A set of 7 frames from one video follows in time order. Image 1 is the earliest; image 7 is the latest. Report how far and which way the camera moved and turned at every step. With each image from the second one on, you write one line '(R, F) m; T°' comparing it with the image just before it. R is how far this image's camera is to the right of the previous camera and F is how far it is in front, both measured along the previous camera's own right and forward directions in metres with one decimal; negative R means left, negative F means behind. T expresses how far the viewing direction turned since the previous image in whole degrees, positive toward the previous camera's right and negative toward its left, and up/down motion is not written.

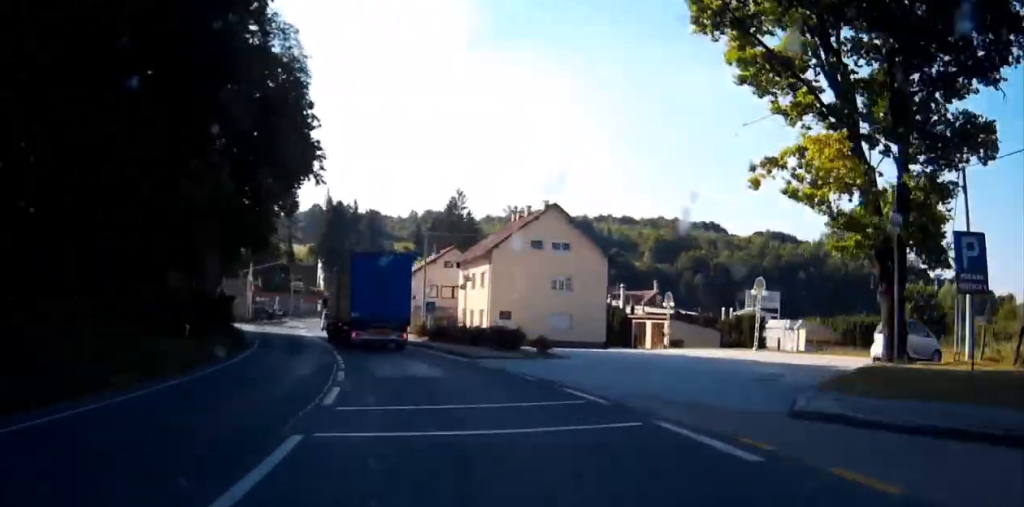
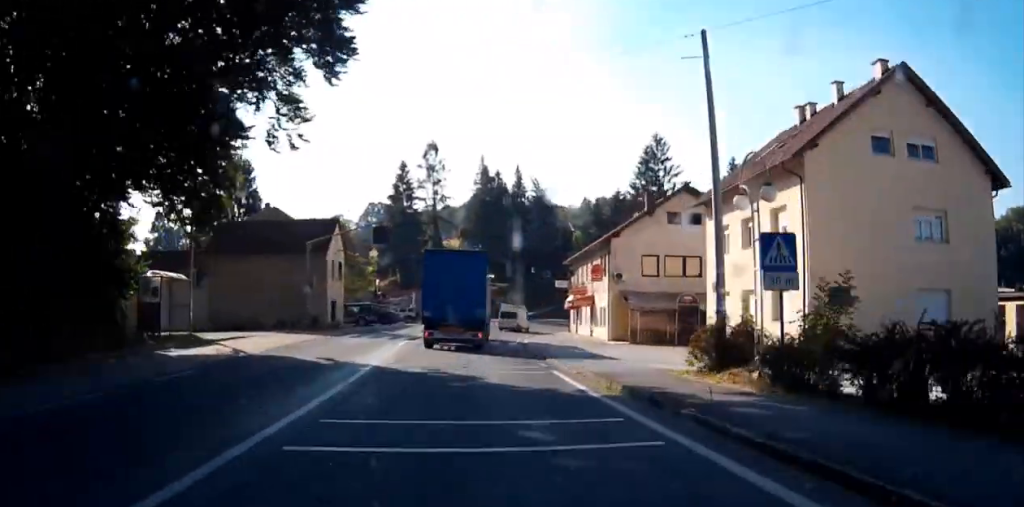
(+0.5, +35.2) m; -4°
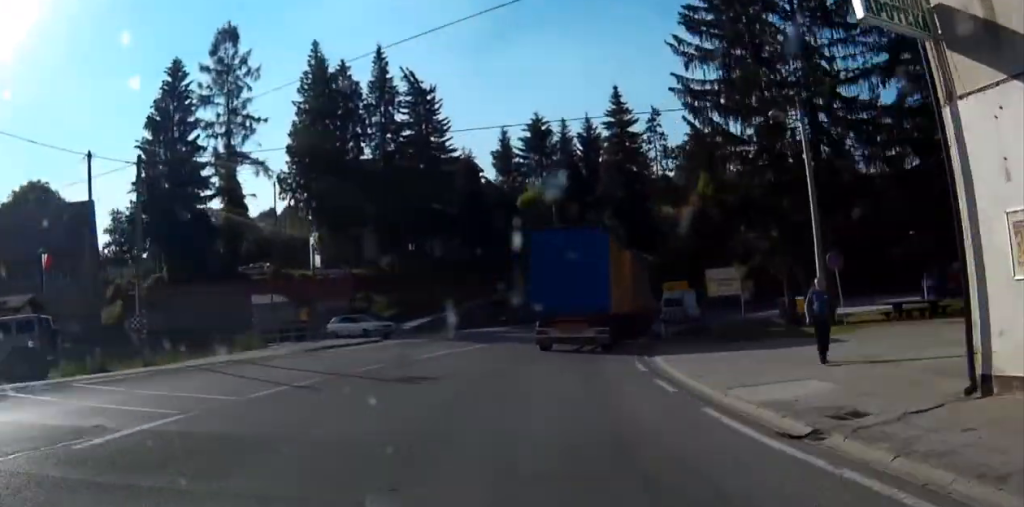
(-1.9, +60.7) m; +10°
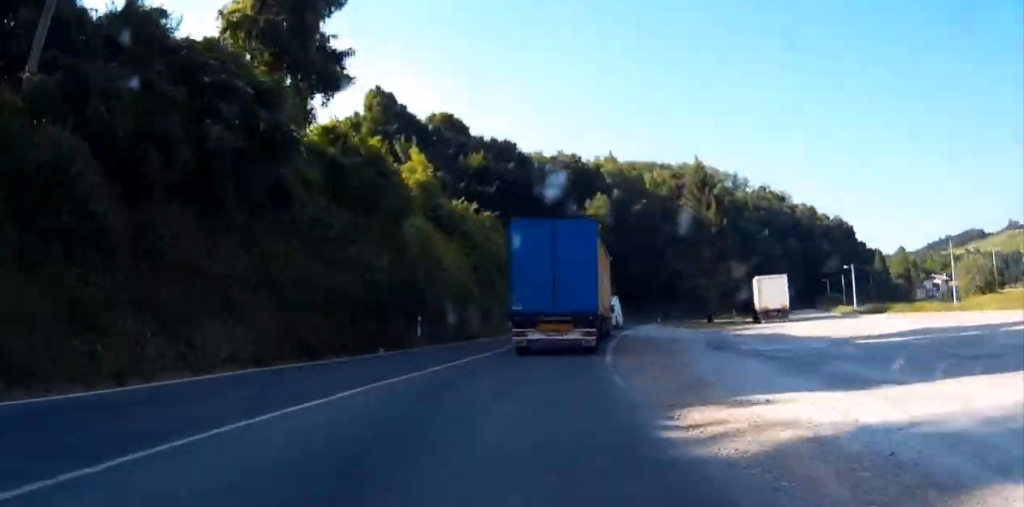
(+19.6, +65.7) m; +34°
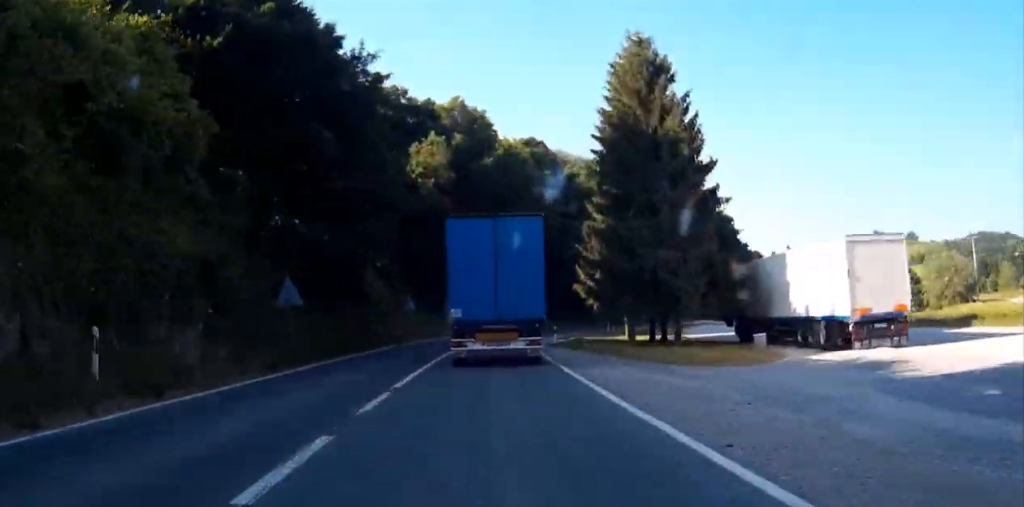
(+5.3, +39.2) m; +14°
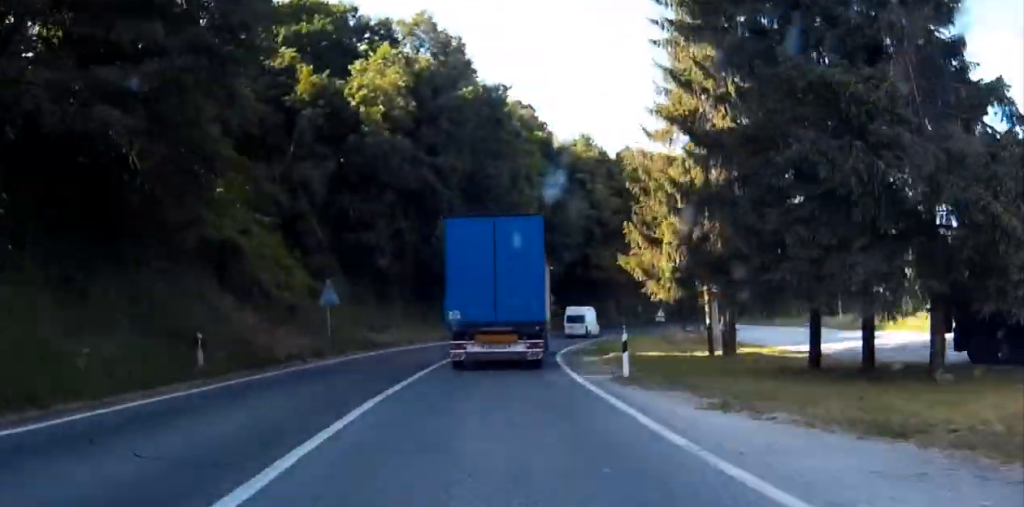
(+2.5, +23.1) m; +4°
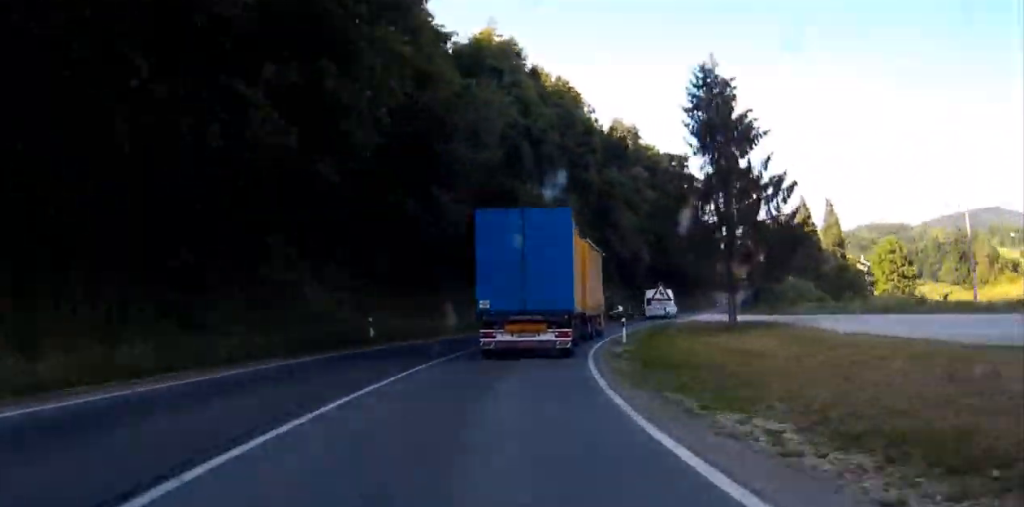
(+2.0, +38.1) m; +9°
